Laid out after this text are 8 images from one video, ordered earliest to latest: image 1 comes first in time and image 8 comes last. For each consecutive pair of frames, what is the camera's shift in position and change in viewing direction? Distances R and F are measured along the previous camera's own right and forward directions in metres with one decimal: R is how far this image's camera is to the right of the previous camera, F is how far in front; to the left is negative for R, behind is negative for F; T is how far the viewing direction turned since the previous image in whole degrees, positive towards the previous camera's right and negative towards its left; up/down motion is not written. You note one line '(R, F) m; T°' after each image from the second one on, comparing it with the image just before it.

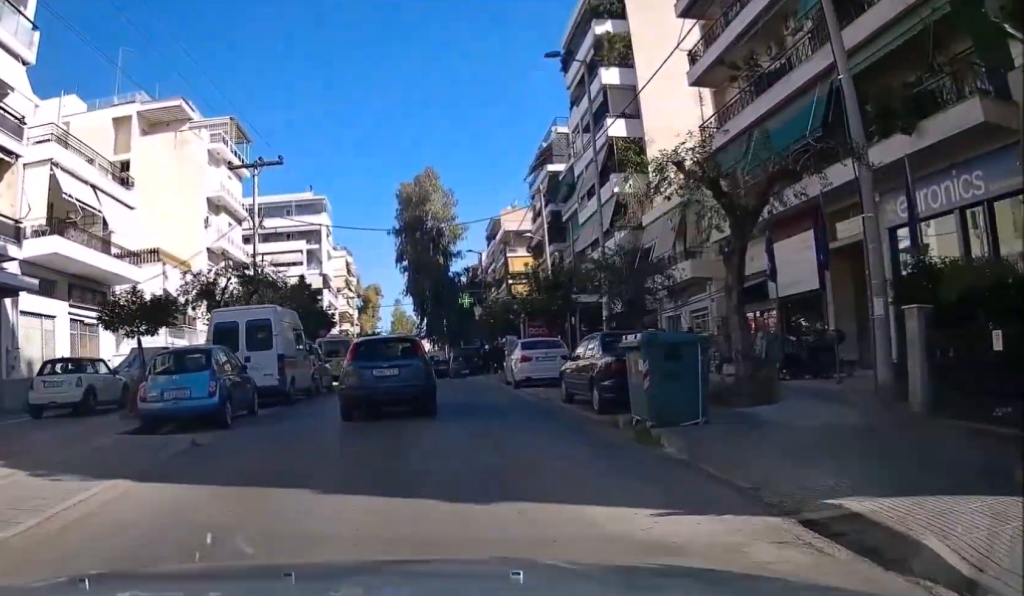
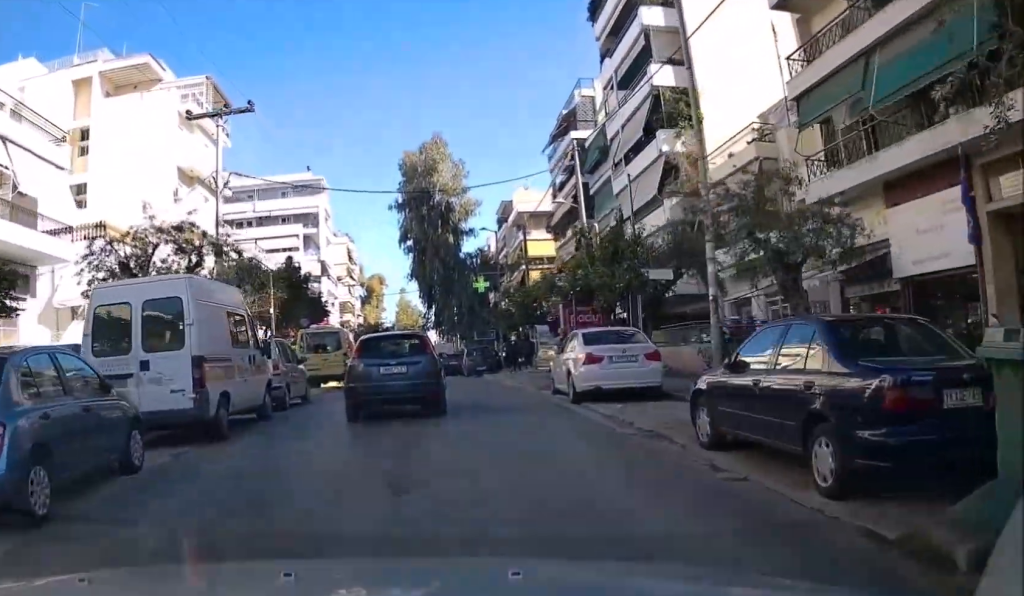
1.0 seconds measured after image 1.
(0.0, +6.8) m; -1°
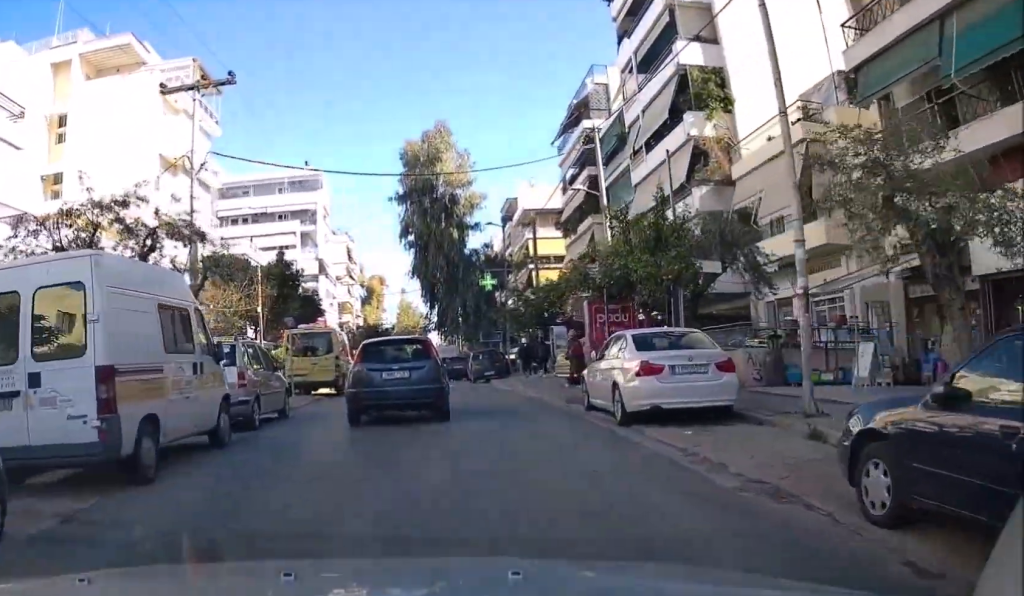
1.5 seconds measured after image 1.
(-0.1, +3.2) m; 0°
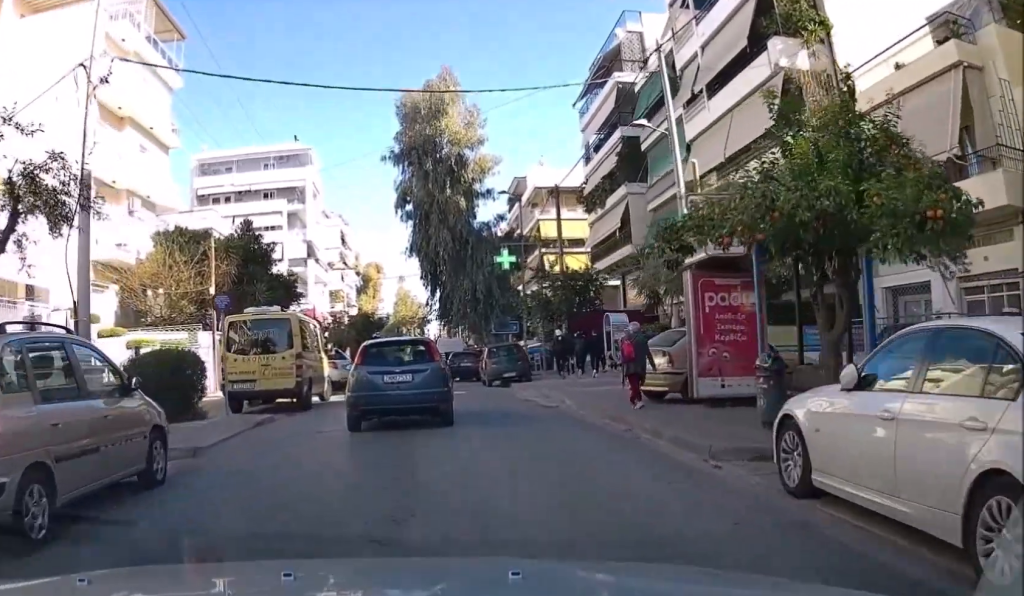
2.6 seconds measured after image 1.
(+0.1, +7.7) m; +1°
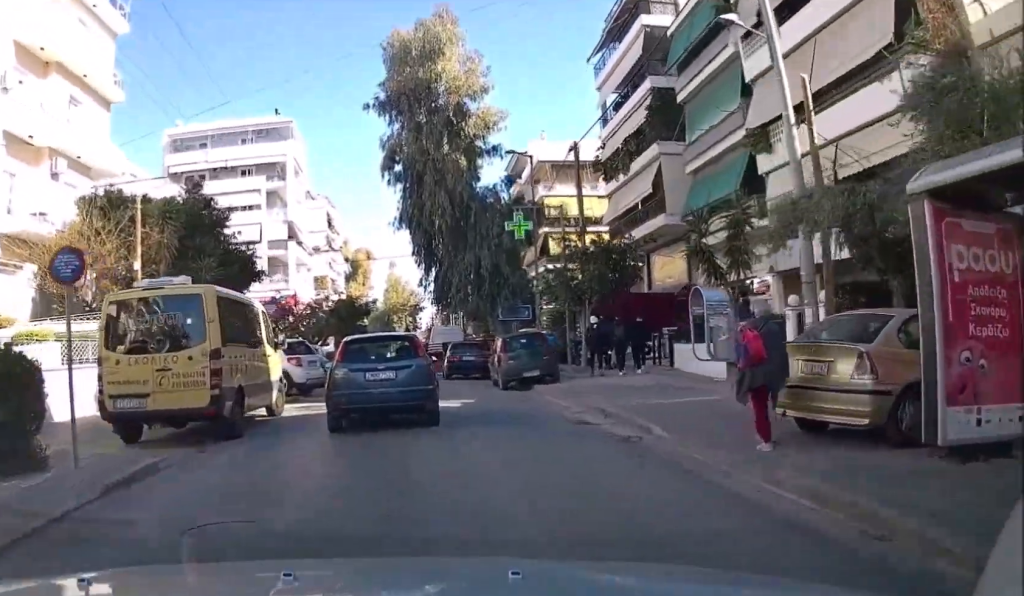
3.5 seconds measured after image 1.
(0.0, +6.7) m; 0°
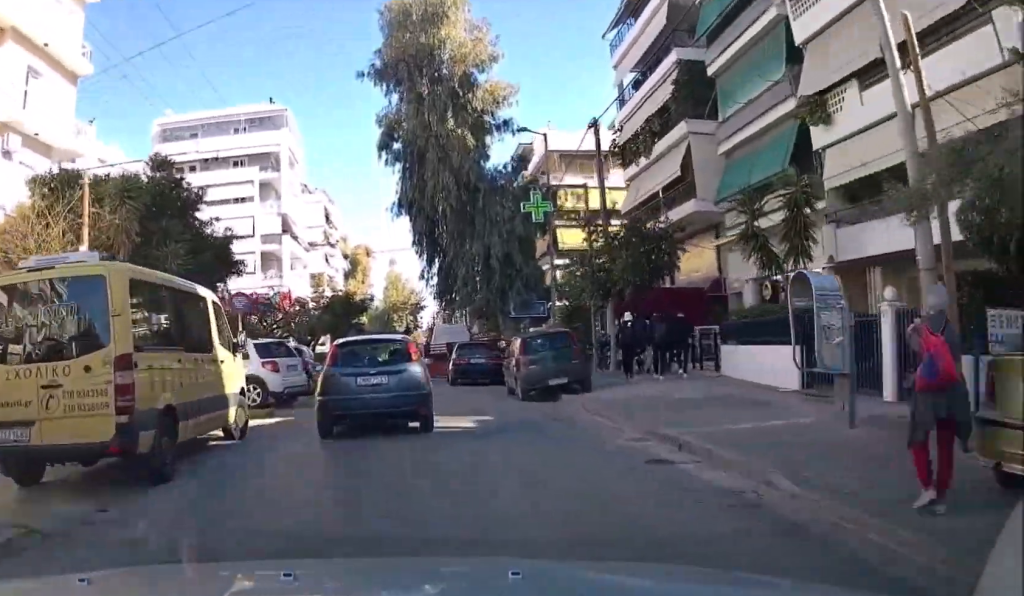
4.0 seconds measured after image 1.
(0.0, +3.5) m; 0°
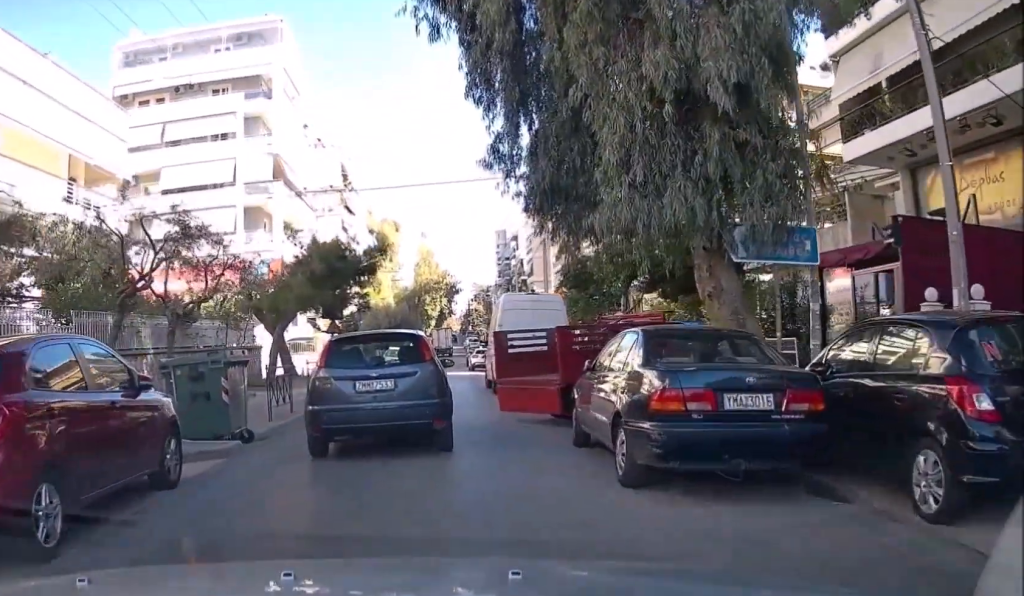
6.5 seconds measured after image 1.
(-0.9, +18.6) m; -6°
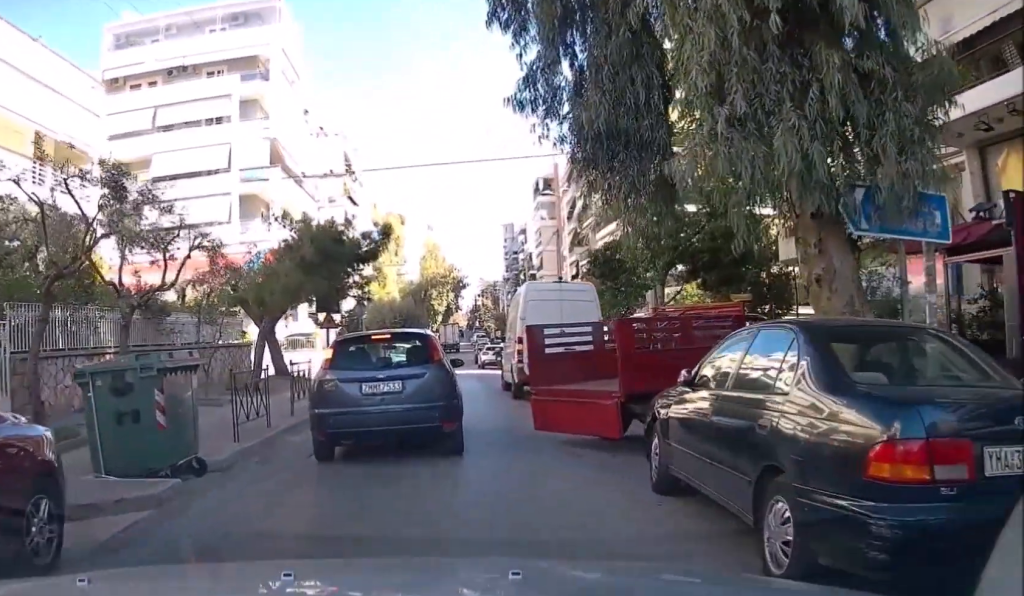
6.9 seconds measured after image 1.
(+0.2, +3.1) m; -1°
